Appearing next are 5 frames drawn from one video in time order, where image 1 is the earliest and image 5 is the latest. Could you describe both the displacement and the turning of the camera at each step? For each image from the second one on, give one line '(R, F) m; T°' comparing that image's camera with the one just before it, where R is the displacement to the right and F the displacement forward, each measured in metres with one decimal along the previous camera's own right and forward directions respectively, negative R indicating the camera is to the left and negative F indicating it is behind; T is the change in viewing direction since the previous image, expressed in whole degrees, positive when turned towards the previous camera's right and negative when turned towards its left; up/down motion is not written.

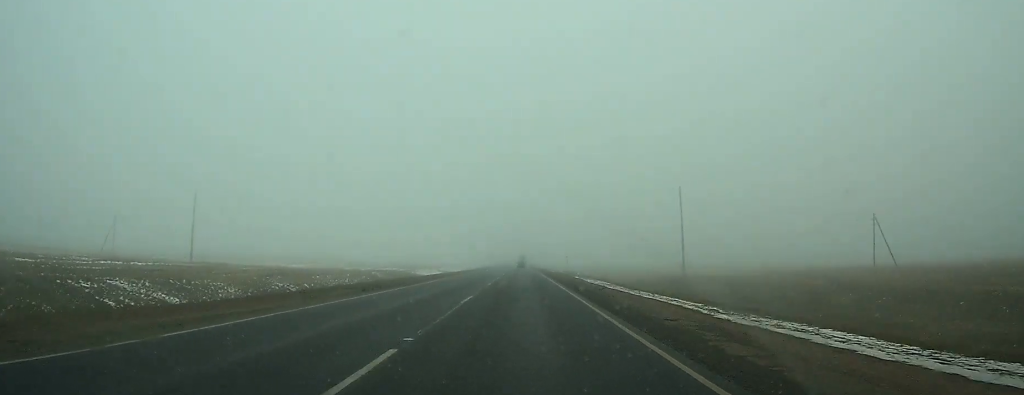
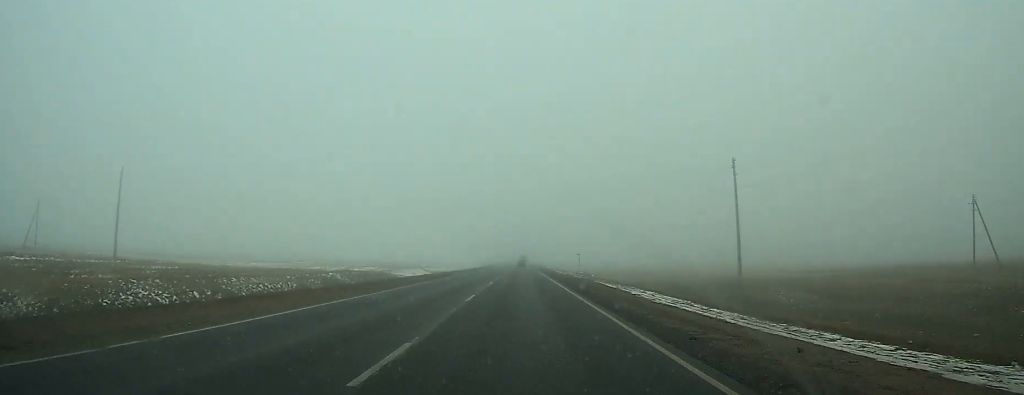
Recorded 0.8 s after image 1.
(-0.1, +22.9) m; 0°
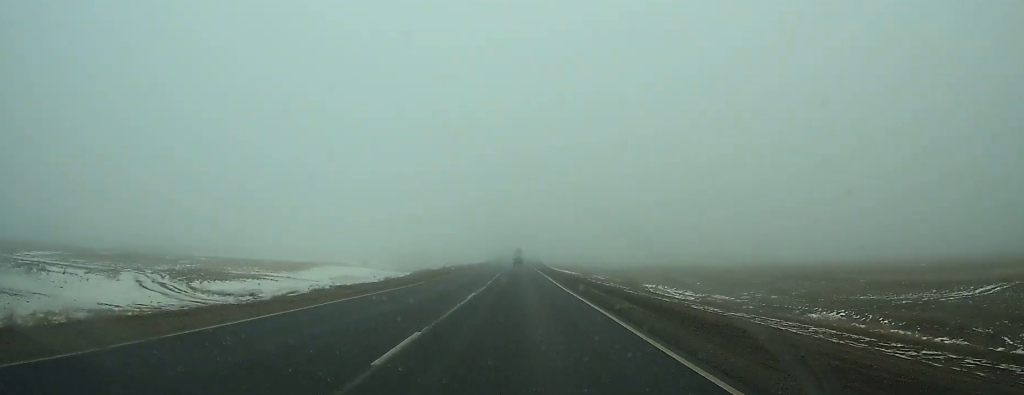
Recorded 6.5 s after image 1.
(+0.9, +177.5) m; +1°
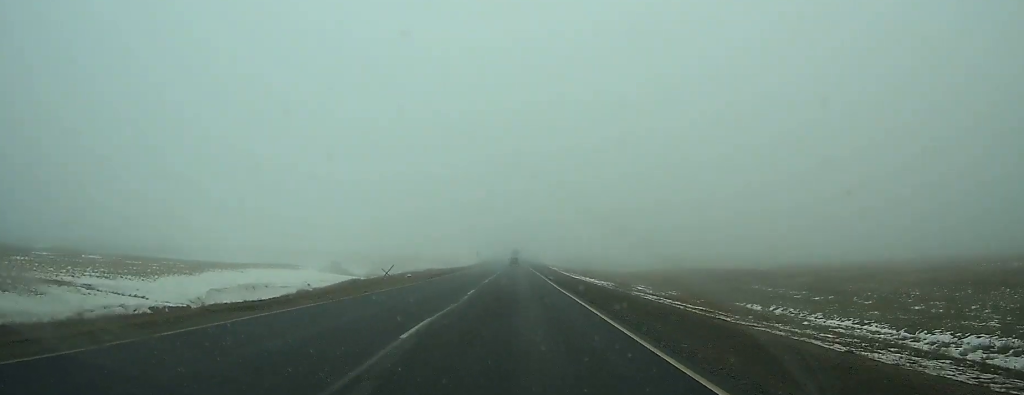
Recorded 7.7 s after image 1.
(+0.1, +34.4) m; 0°
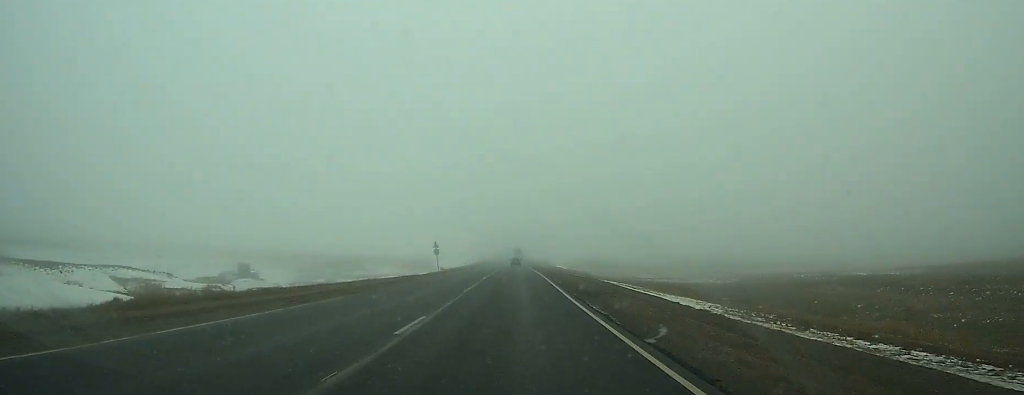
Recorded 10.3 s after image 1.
(0.0, +67.4) m; 0°
